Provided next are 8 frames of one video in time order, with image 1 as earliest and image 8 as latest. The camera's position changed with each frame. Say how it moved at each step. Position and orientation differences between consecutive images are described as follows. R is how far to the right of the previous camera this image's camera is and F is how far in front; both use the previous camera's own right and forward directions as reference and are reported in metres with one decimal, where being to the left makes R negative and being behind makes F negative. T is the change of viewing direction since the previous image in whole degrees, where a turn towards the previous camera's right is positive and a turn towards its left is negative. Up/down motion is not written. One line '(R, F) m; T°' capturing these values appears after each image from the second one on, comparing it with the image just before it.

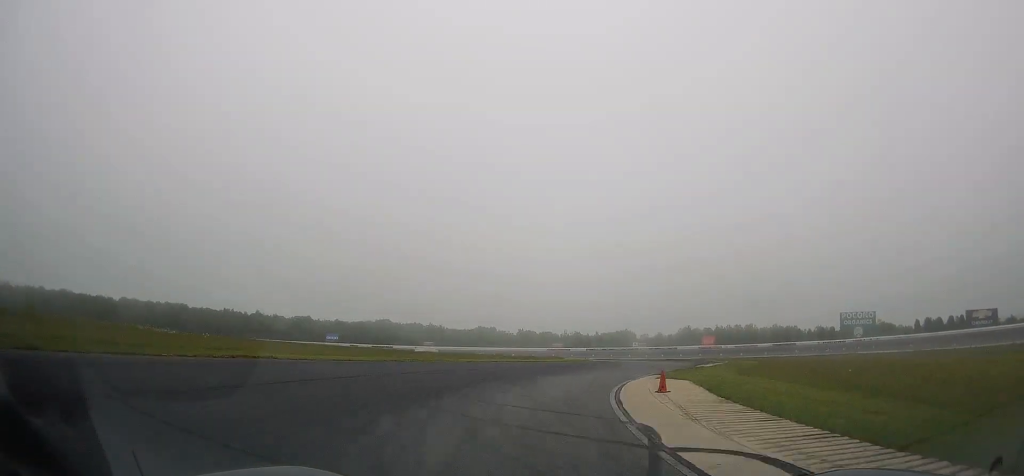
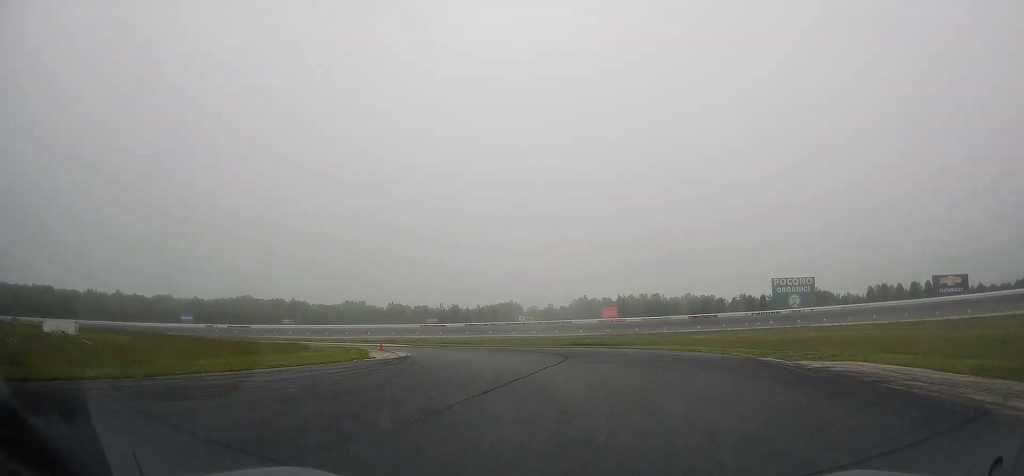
(+3.9, +43.2) m; +1°
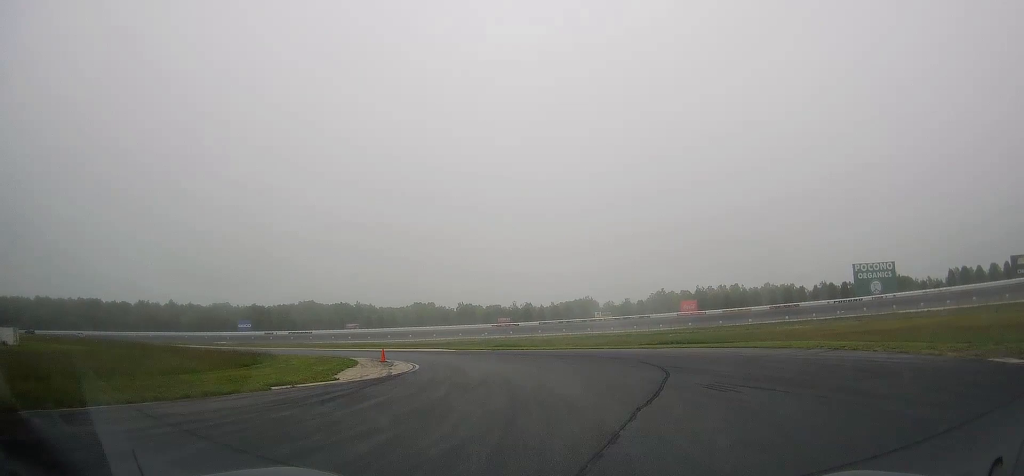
(+0.2, +9.9) m; -5°
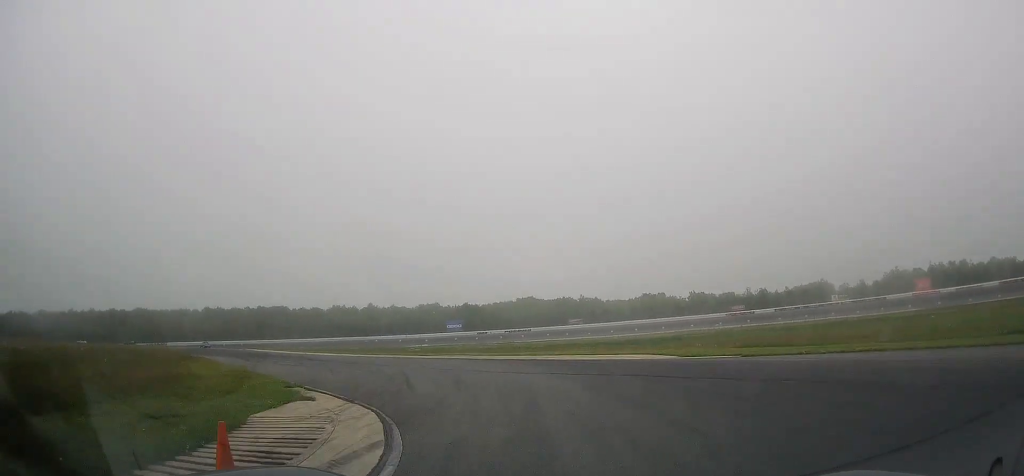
(-1.8, +17.6) m; -18°
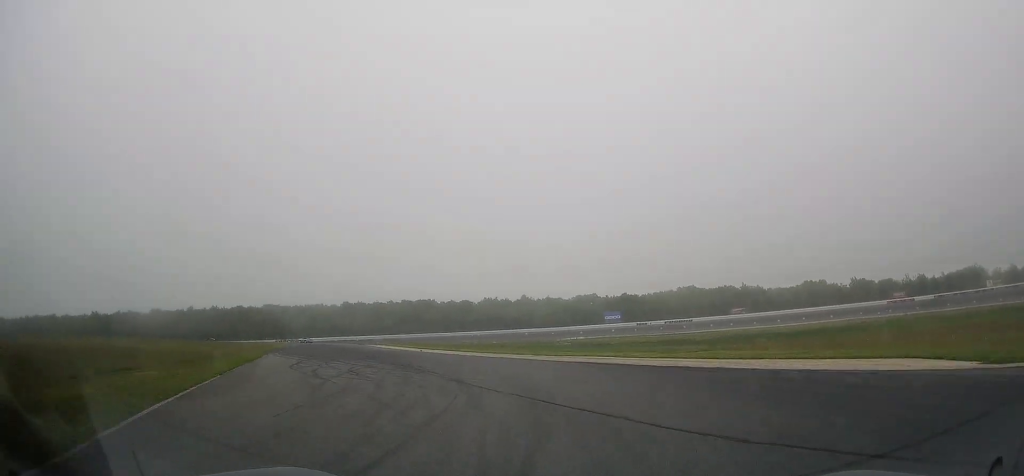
(-2.7, +11.2) m; -13°
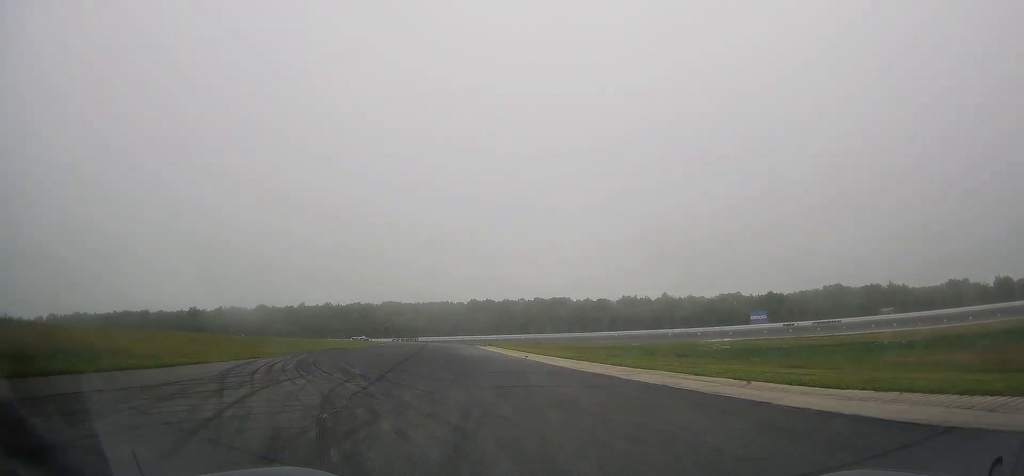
(-3.2, +18.3) m; -15°
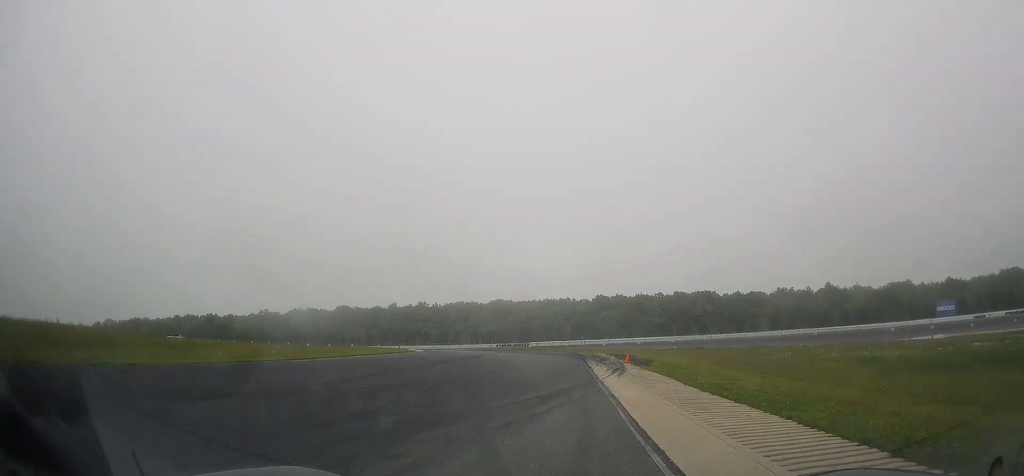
(-8.2, +52.3) m; -15°
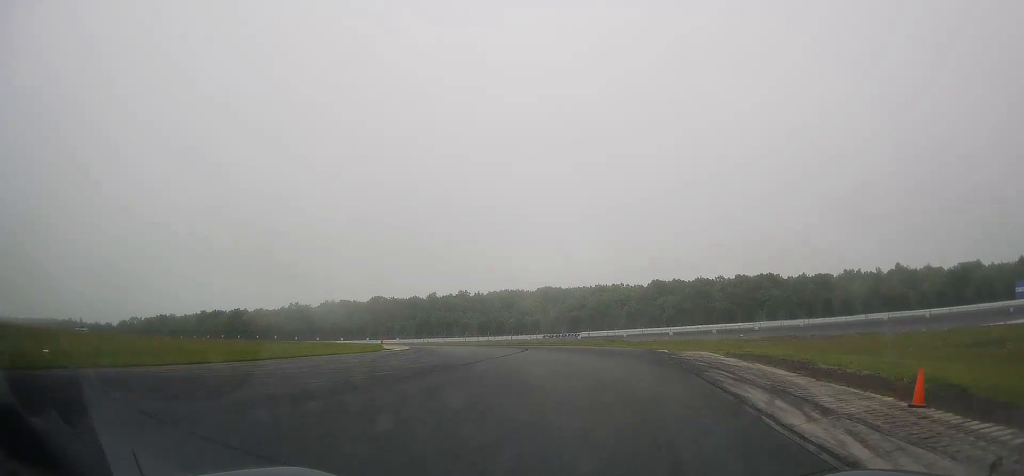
(-1.0, +19.1) m; -8°
